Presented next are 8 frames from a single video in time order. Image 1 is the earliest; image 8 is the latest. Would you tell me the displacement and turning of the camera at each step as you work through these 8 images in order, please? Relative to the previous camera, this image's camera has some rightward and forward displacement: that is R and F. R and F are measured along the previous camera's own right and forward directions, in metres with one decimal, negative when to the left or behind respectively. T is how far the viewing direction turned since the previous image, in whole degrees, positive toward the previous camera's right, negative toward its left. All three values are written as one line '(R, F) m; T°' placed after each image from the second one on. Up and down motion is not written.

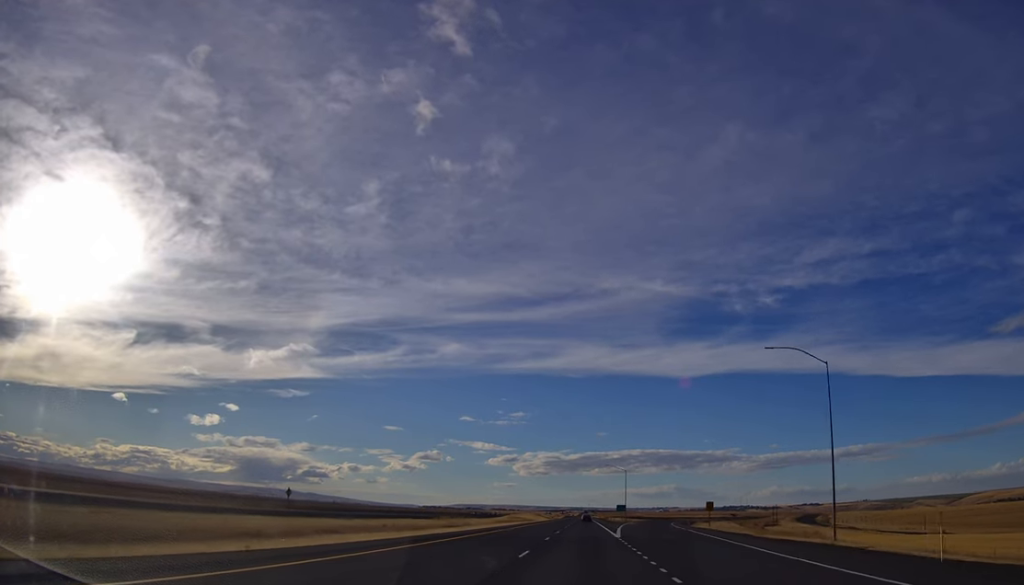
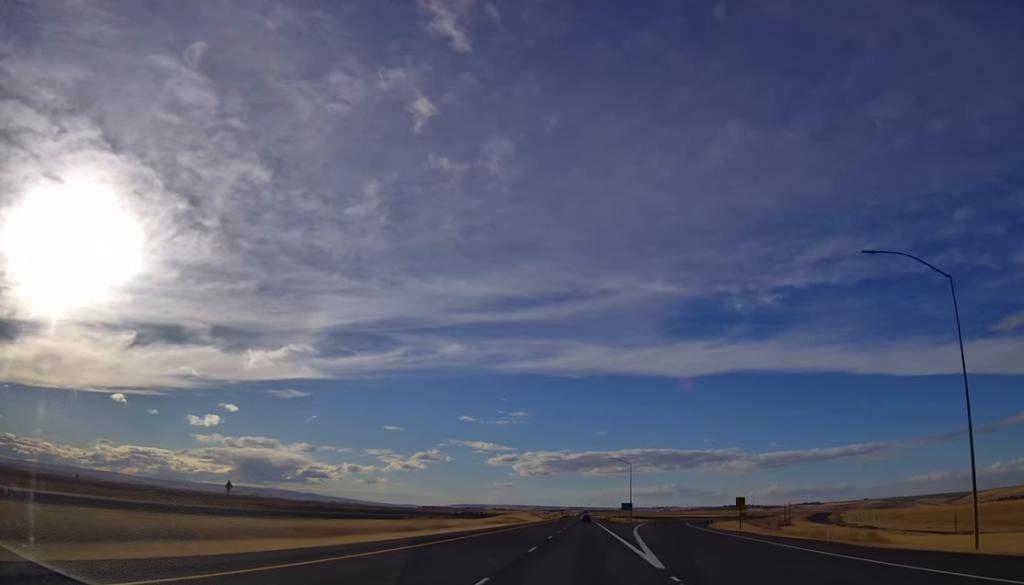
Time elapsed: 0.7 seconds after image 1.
(+0.5, +21.5) m; 0°
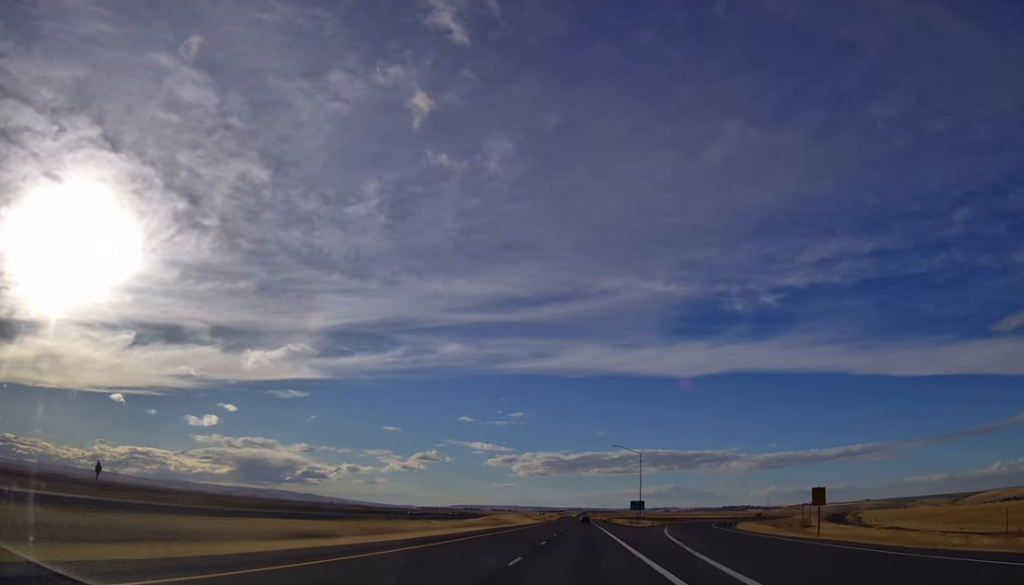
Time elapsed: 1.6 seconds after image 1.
(-0.1, +30.1) m; 0°
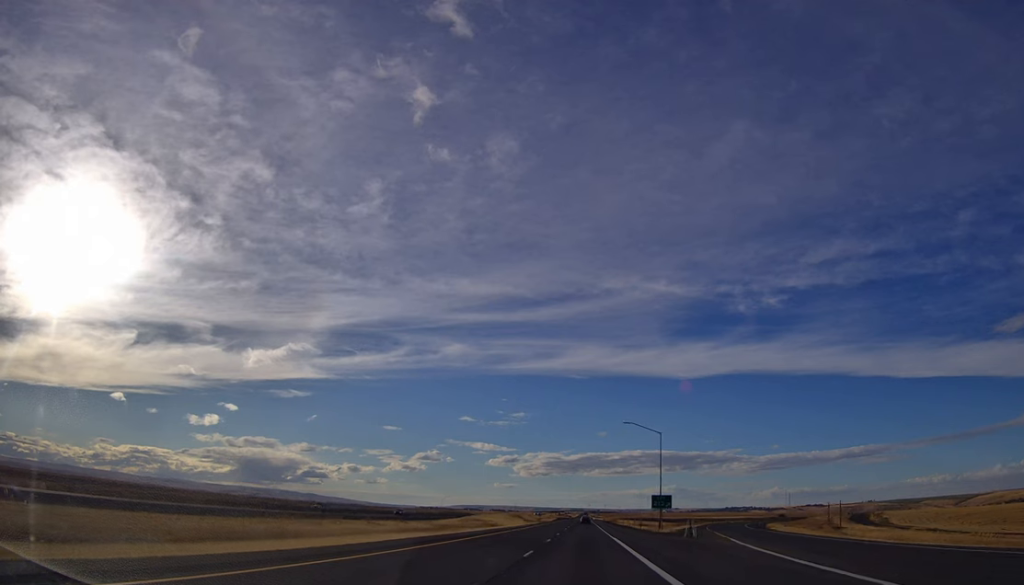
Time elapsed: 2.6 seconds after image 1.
(-0.2, +33.2) m; 0°
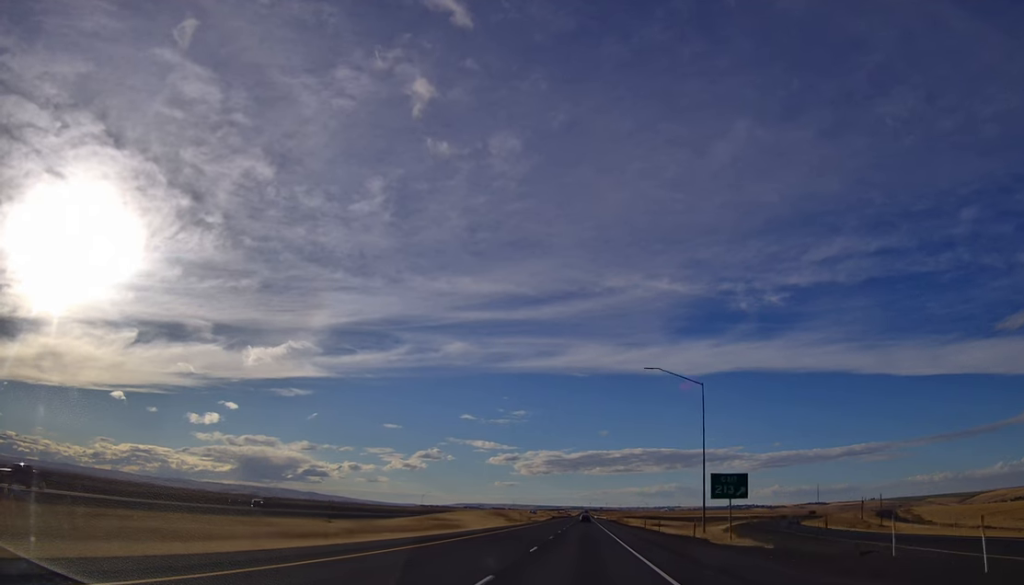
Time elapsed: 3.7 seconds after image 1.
(+0.3, +35.3) m; 0°
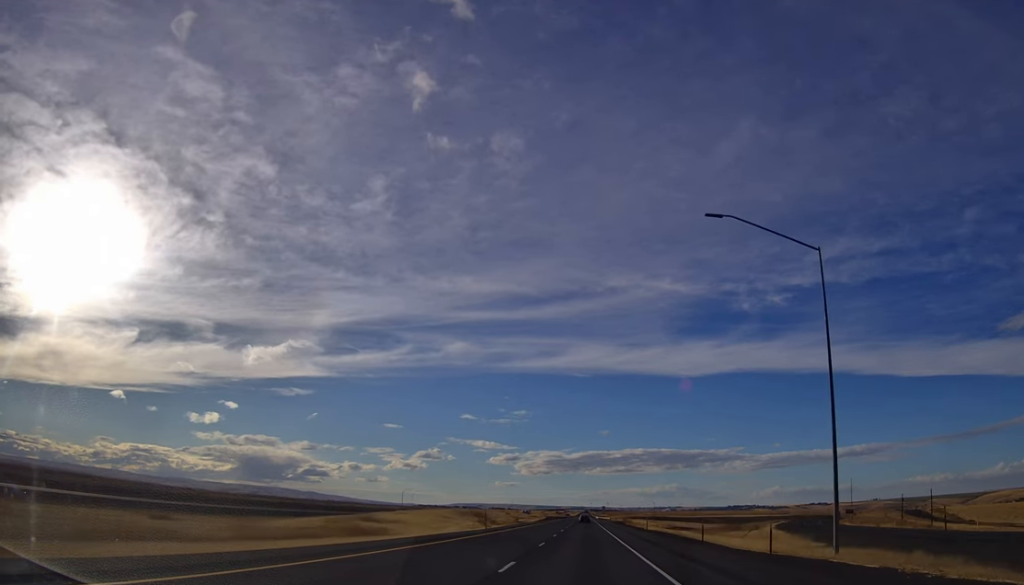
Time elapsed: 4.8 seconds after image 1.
(0.0, +33.1) m; 0°
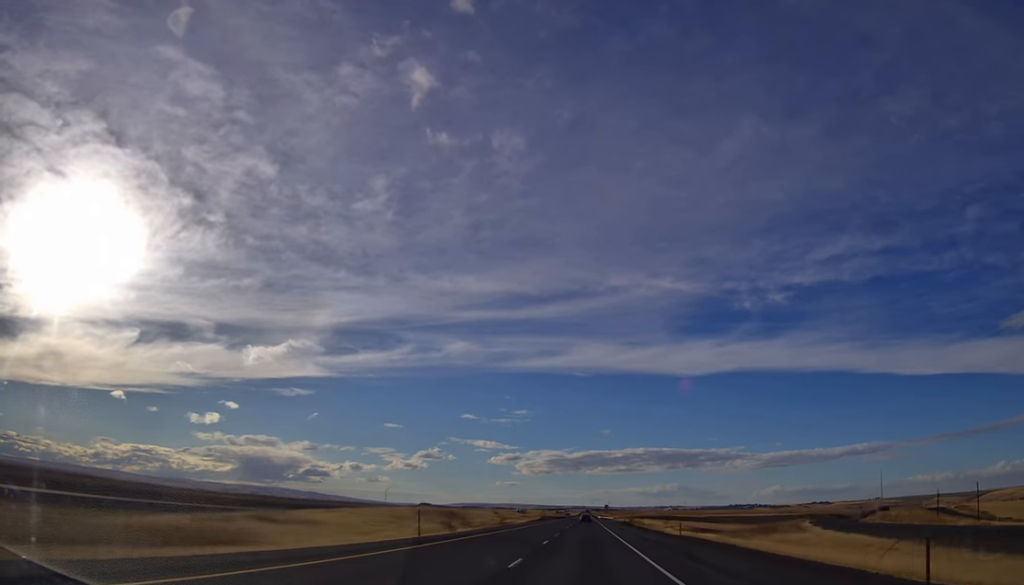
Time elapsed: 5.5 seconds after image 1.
(0.0, +23.4) m; 0°
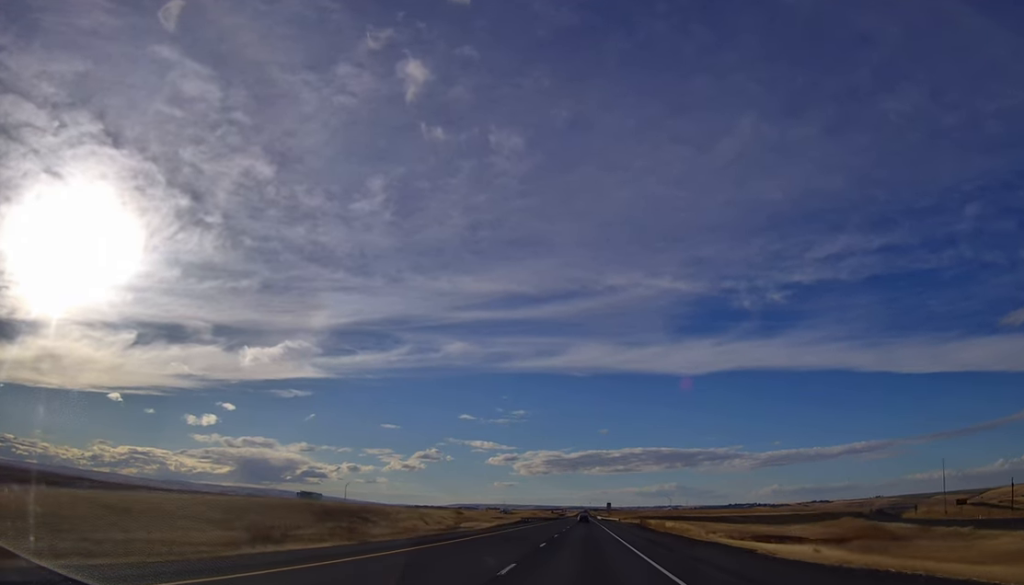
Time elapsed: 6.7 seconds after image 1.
(+0.1, +39.1) m; 0°
